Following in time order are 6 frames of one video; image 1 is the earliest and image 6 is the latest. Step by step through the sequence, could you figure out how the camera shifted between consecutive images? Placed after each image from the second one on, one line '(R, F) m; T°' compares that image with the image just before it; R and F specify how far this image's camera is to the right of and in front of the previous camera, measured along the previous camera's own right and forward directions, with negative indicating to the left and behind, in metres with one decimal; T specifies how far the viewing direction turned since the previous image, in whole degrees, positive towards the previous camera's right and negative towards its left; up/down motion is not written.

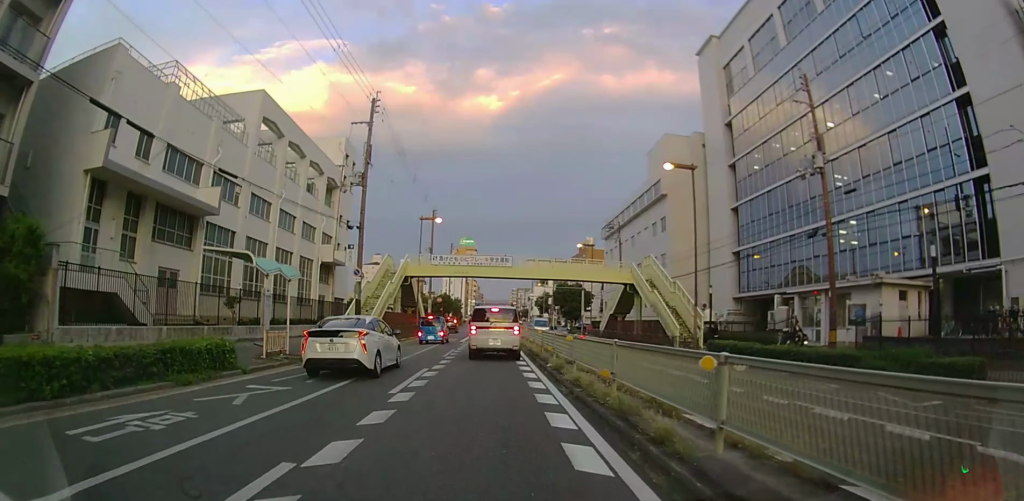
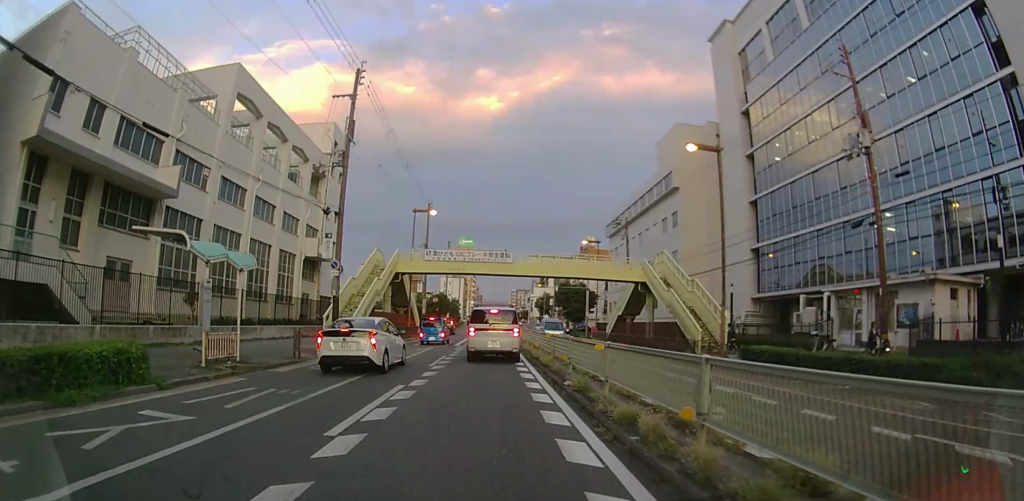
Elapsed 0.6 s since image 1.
(0.0, +3.8) m; +1°
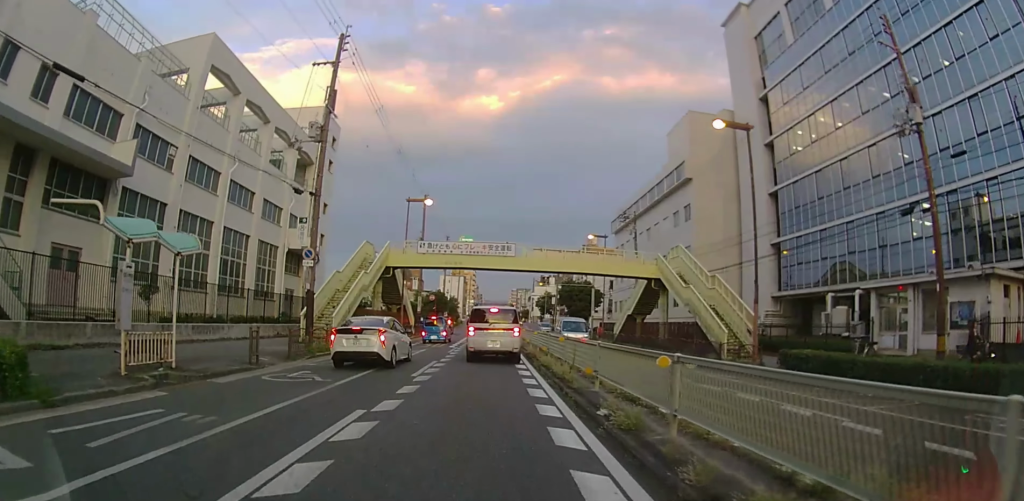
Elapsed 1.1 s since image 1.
(0.0, +3.3) m; +1°
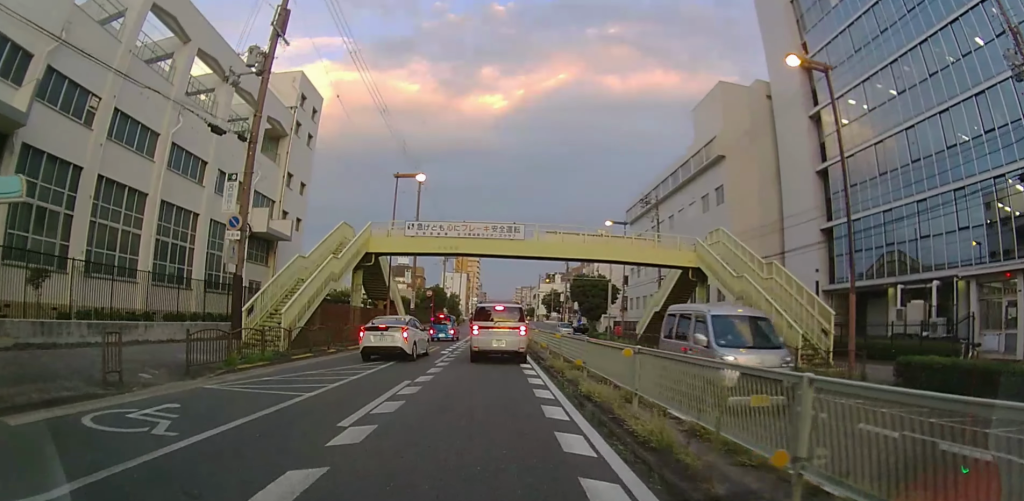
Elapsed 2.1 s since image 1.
(+0.2, +6.5) m; +2°
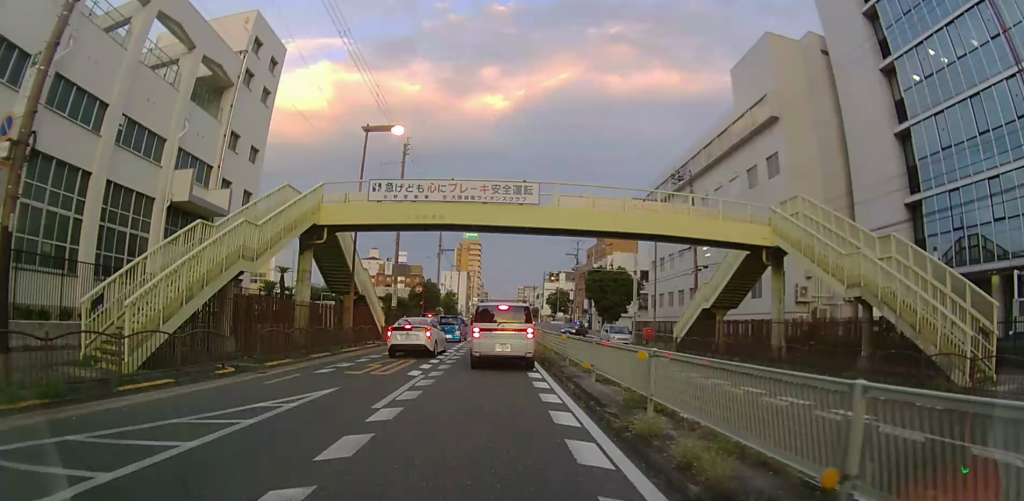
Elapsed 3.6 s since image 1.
(0.0, +8.6) m; 0°
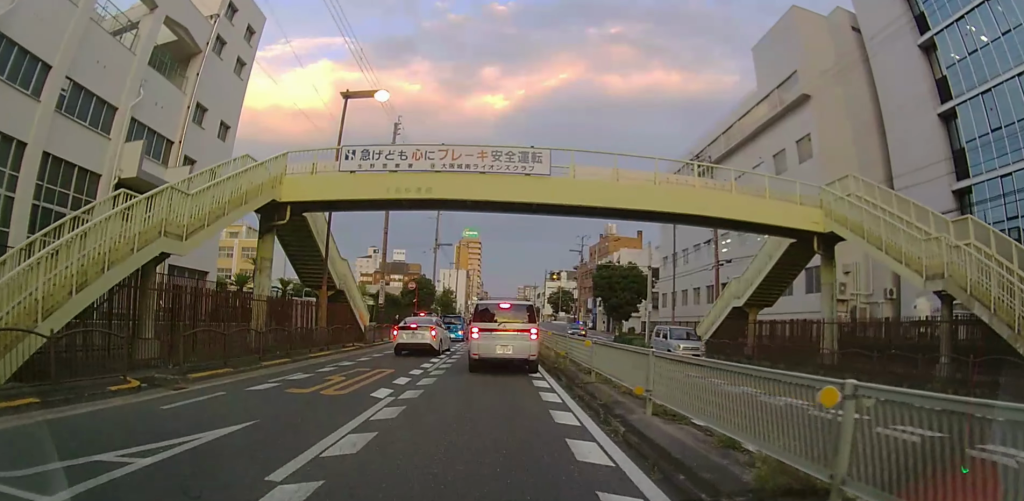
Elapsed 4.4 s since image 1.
(0.0, +4.0) m; 0°
